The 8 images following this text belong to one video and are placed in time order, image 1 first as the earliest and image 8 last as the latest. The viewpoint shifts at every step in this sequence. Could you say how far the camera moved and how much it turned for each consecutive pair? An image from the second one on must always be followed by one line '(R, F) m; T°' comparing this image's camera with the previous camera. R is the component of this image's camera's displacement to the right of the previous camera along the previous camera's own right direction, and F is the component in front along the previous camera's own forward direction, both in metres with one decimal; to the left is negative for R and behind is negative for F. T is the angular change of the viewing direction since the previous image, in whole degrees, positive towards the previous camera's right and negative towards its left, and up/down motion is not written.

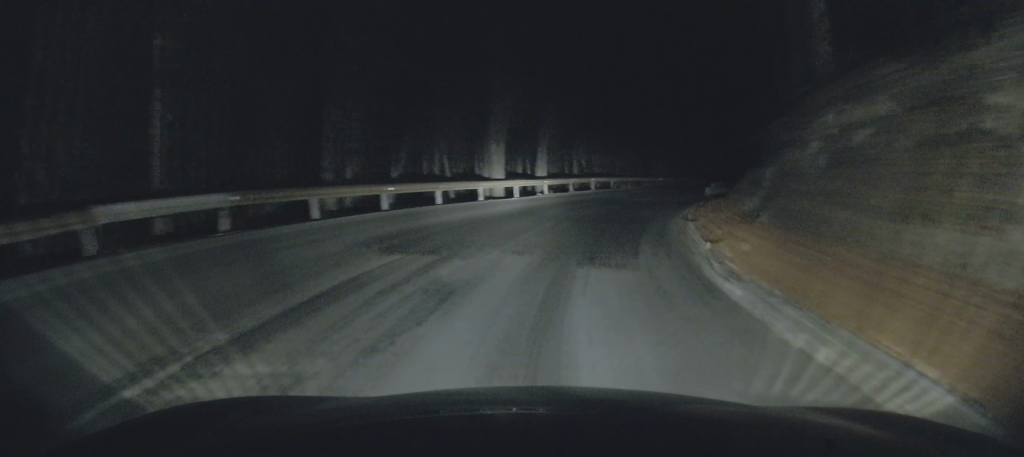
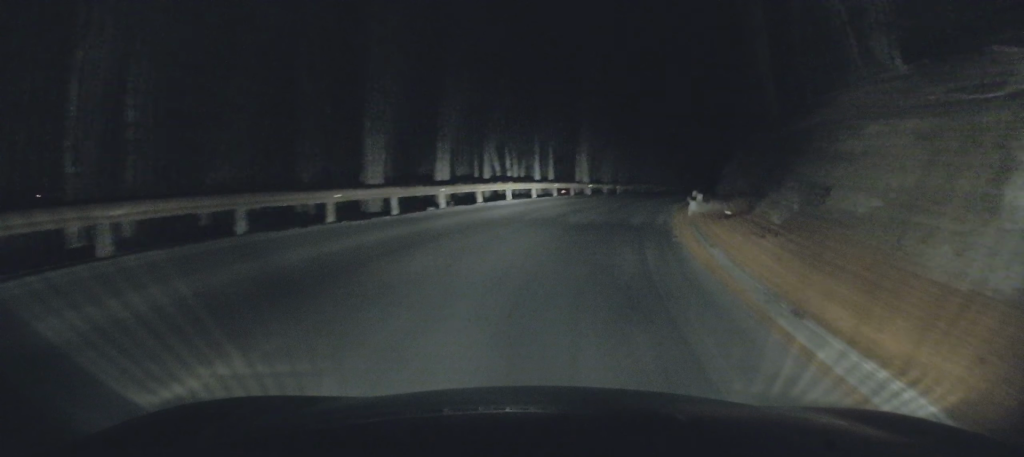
(+0.2, +10.7) m; +3°
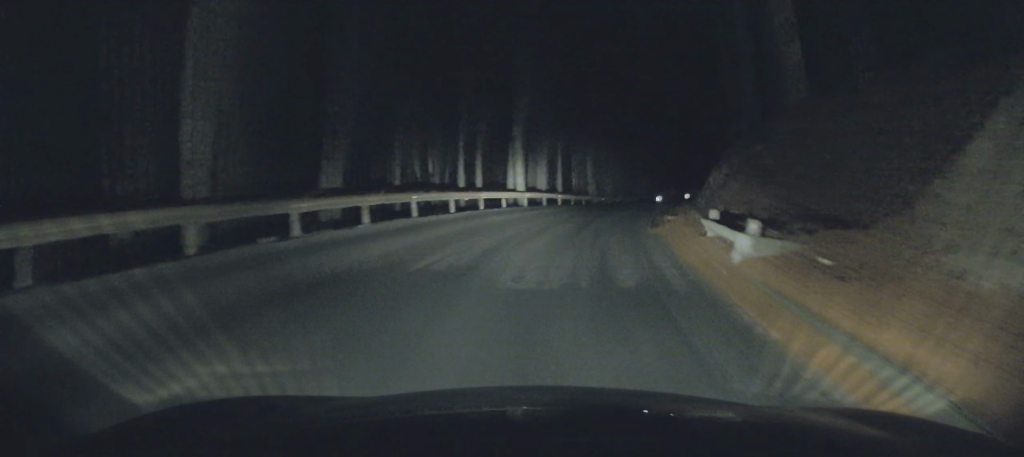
(+0.3, +8.8) m; +7°
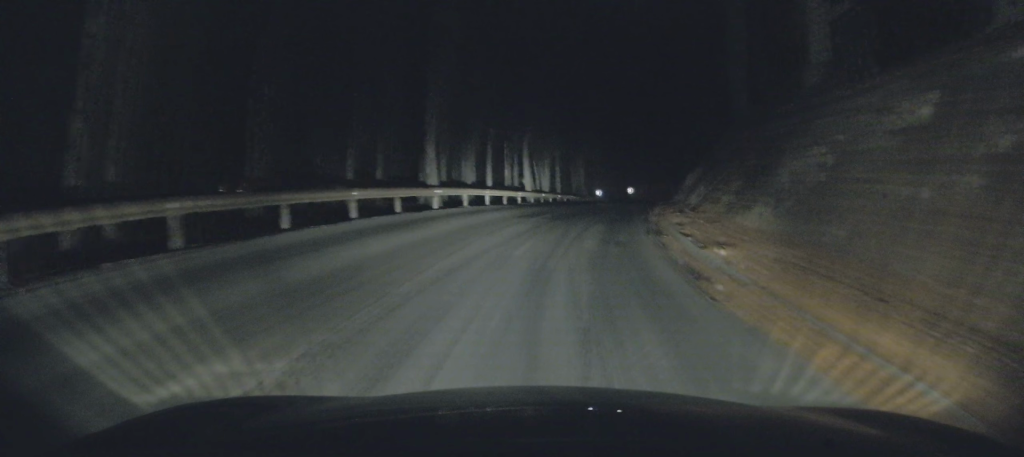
(+1.2, +11.3) m; +12°
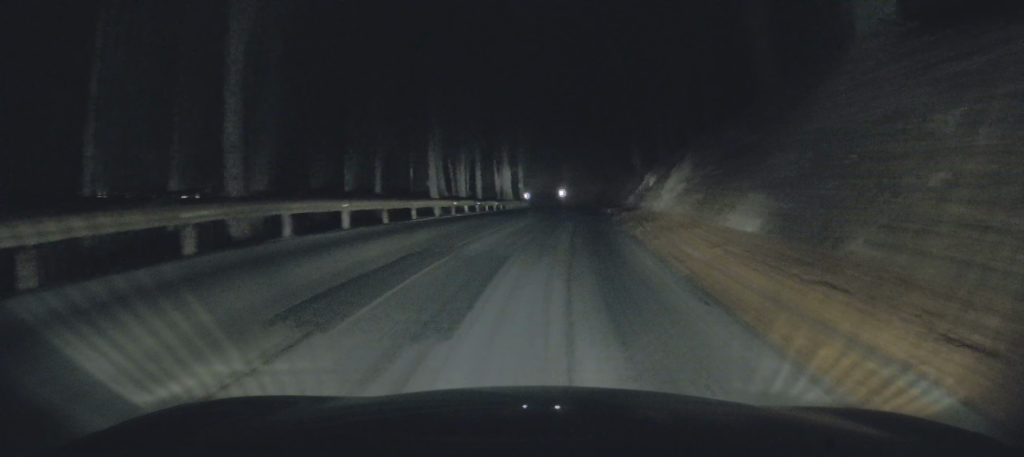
(+1.6, +13.4) m; +10°
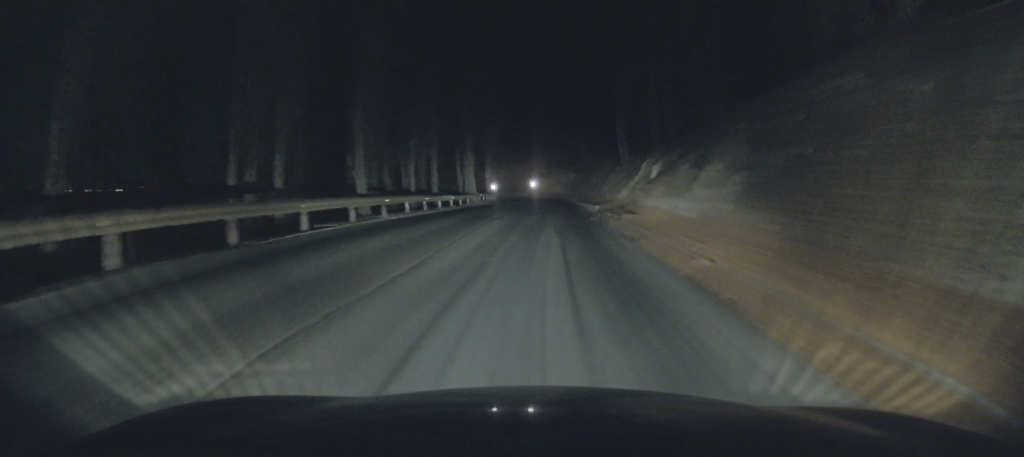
(+0.4, +9.3) m; +3°
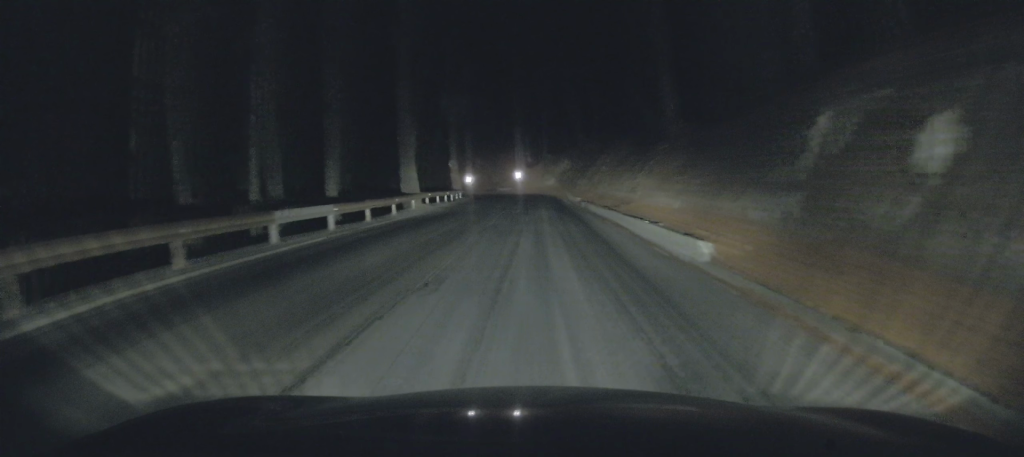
(-0.3, +20.6) m; -3°
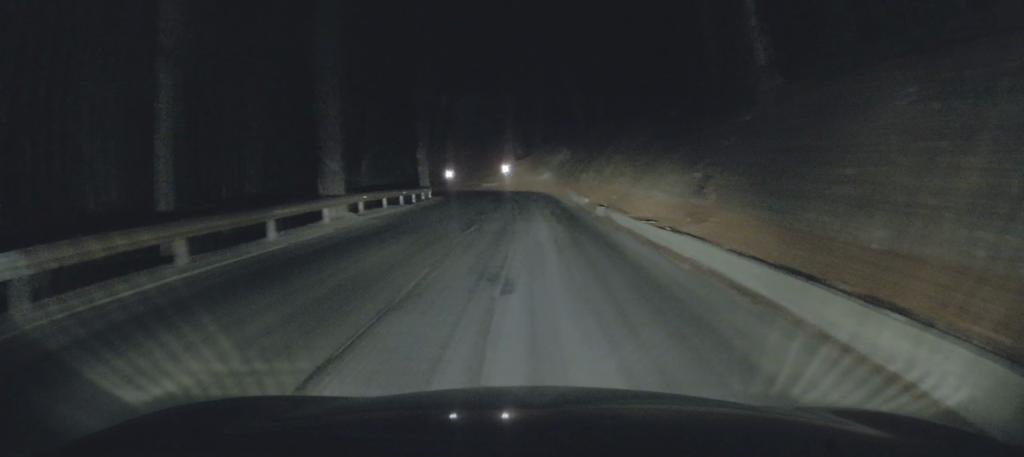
(-0.2, +11.0) m; +1°
